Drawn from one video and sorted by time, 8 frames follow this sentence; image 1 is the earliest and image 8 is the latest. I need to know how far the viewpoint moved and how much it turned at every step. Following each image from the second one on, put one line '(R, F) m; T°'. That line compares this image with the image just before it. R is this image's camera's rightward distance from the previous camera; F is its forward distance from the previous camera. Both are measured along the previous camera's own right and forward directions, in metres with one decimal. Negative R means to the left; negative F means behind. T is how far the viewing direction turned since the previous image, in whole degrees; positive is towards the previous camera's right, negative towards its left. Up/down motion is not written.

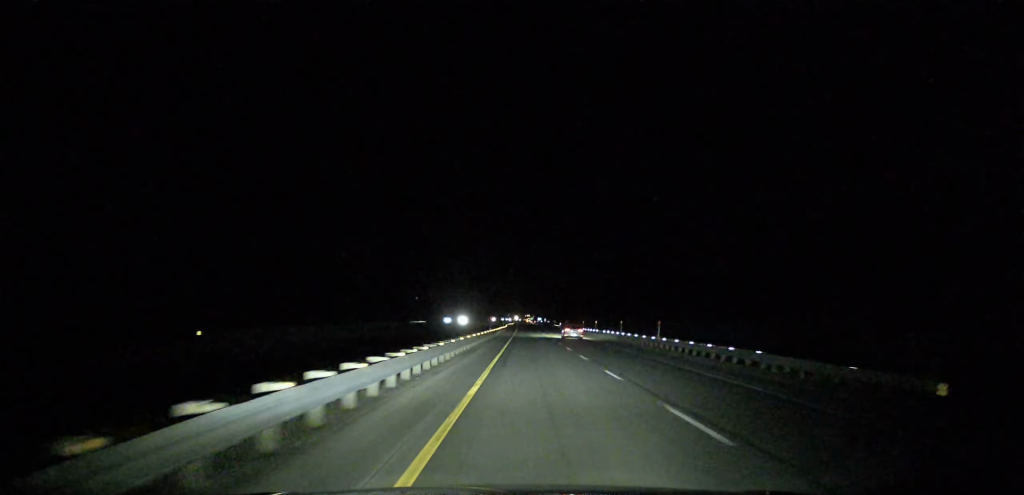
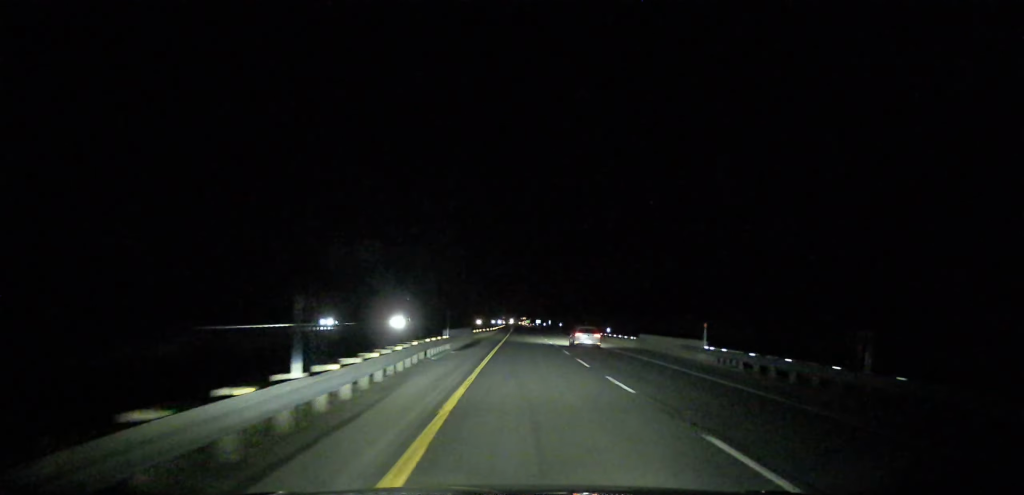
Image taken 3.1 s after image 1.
(+0.3, +108.5) m; 0°
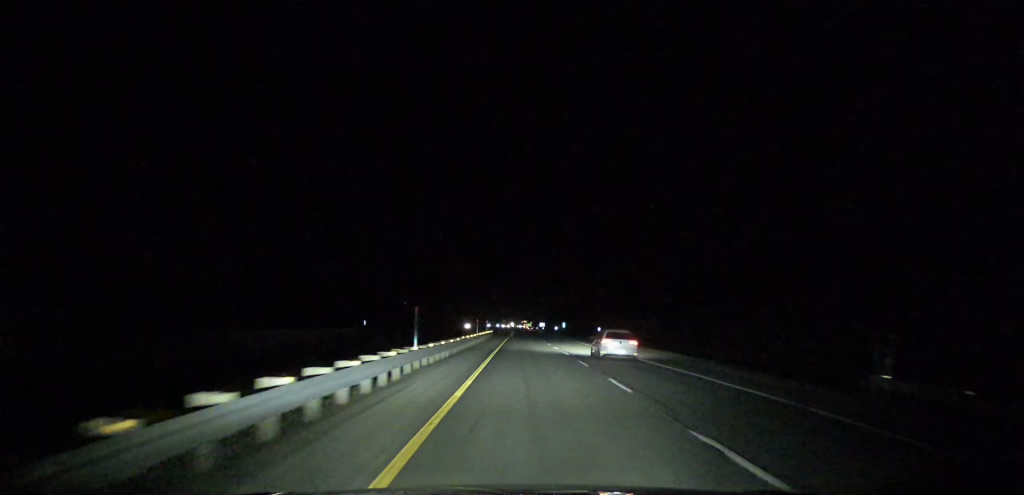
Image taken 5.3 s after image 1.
(+0.2, +80.2) m; 0°
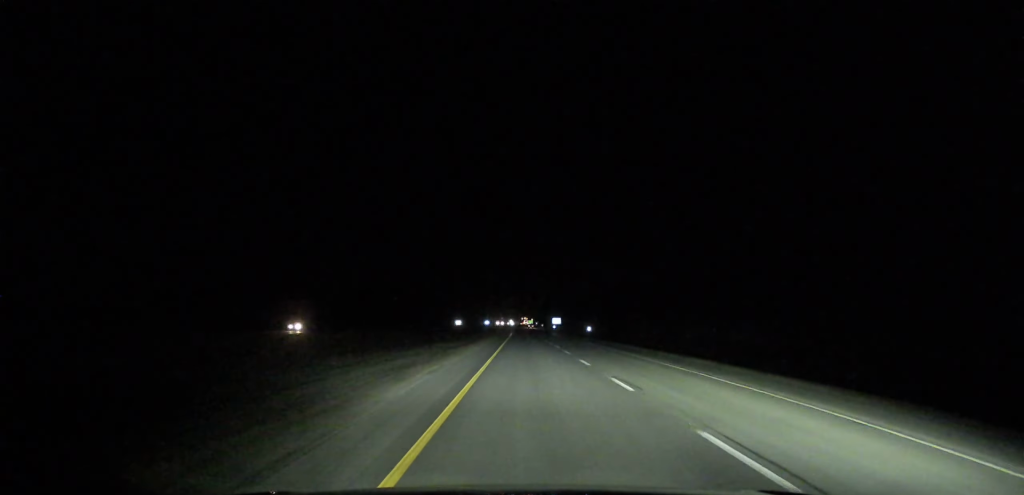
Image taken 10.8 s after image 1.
(-0.1, +197.4) m; 0°
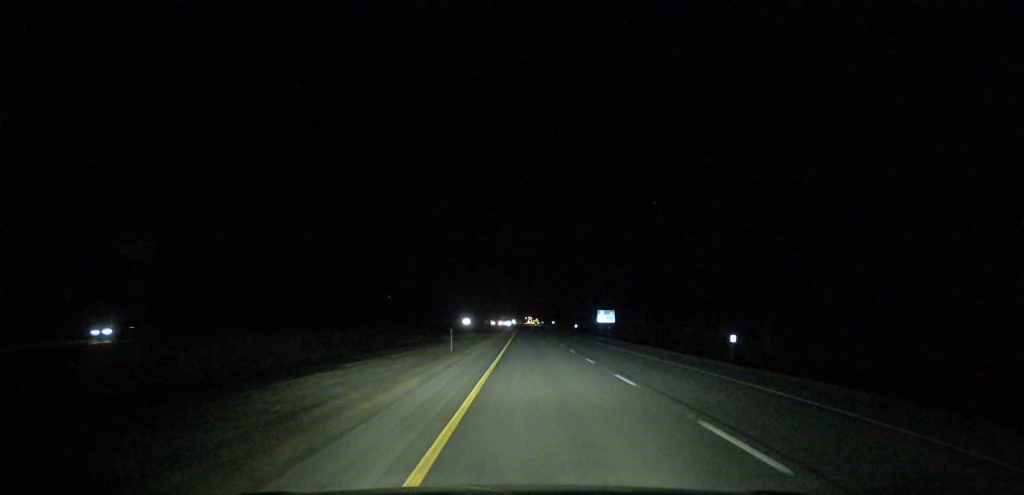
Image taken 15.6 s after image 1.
(0.0, +172.4) m; 0°
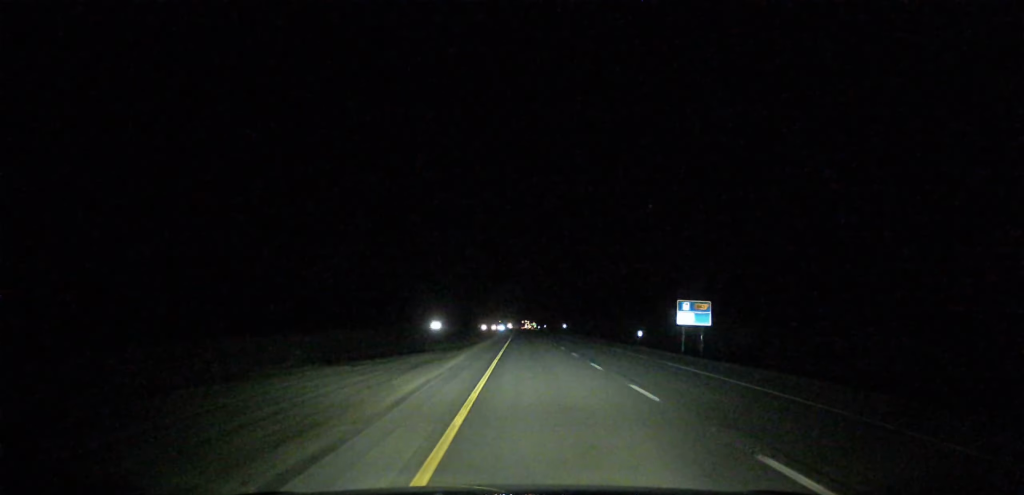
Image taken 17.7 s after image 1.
(0.0, +76.2) m; 0°
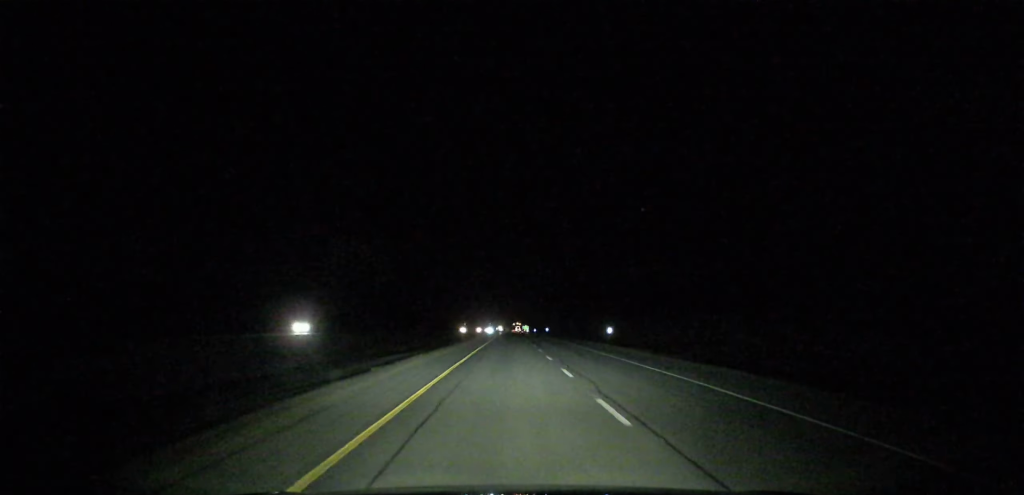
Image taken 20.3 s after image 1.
(+0.3, +95.6) m; 0°
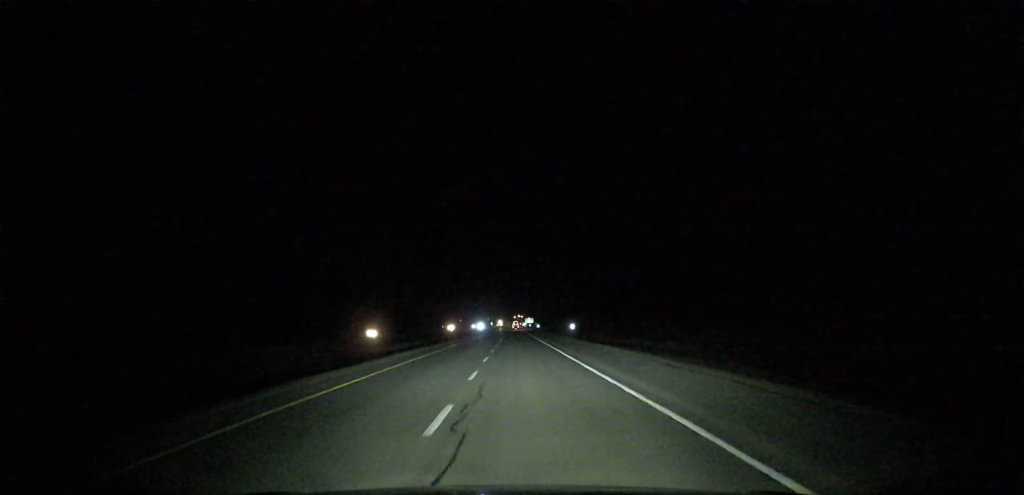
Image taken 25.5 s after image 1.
(+0.3, +193.7) m; 0°
